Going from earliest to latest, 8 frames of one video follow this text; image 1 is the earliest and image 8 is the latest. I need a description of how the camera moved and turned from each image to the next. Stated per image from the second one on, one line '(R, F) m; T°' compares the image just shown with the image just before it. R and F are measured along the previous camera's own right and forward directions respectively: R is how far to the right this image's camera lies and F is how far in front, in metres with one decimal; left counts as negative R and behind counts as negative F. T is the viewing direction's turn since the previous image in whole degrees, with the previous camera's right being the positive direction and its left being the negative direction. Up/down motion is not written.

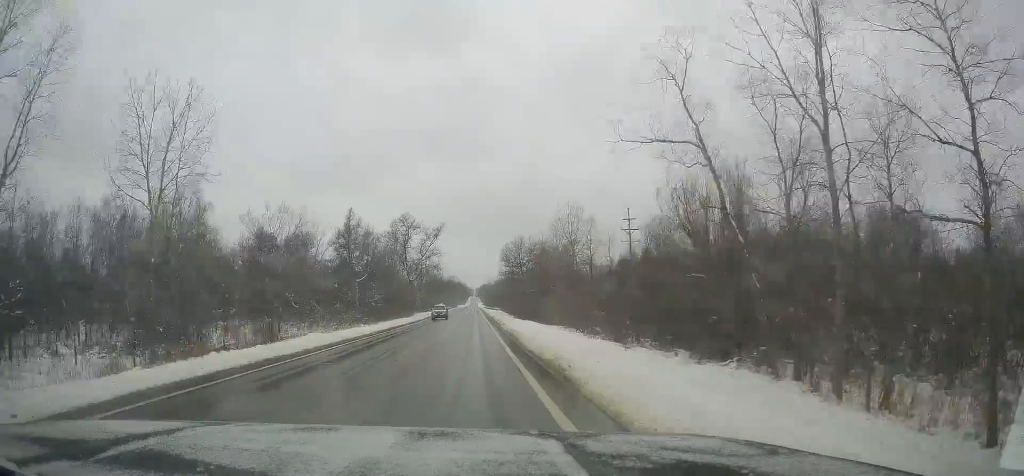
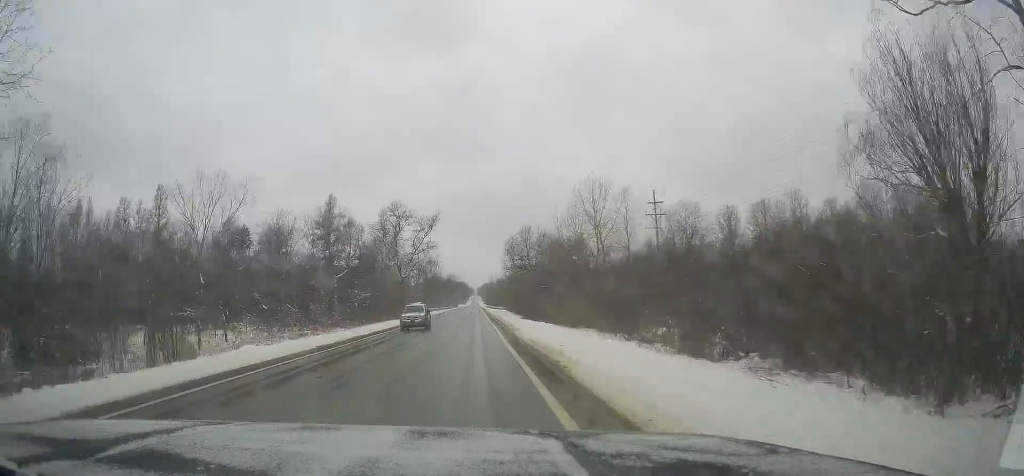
(-0.1, +14.3) m; 0°
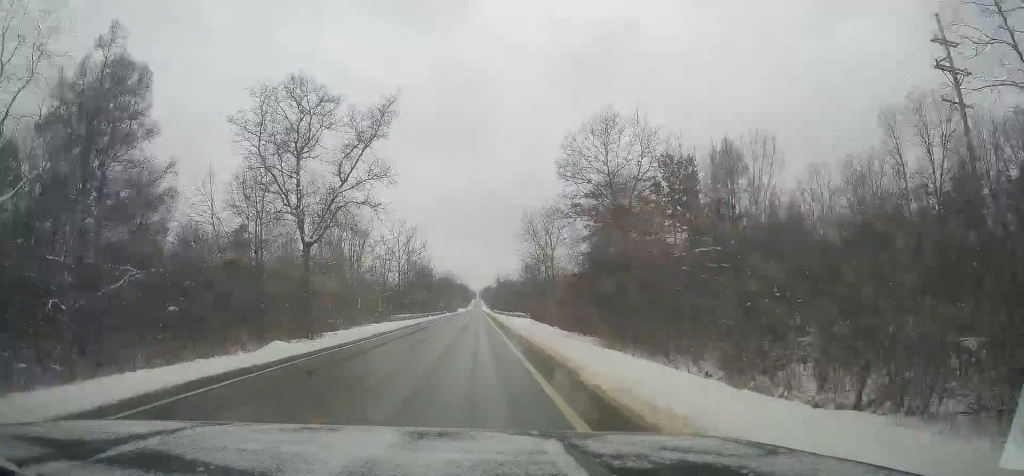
(+0.7, +58.3) m; +1°
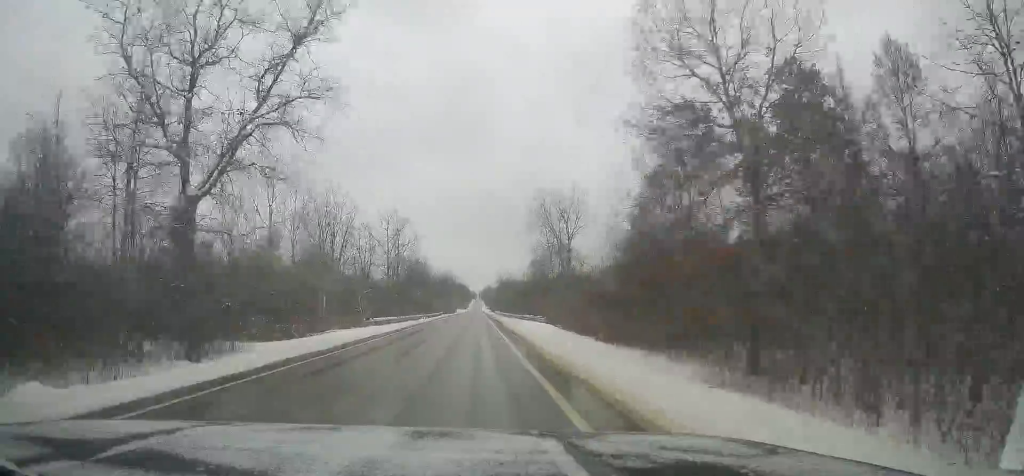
(0.0, +18.4) m; 0°
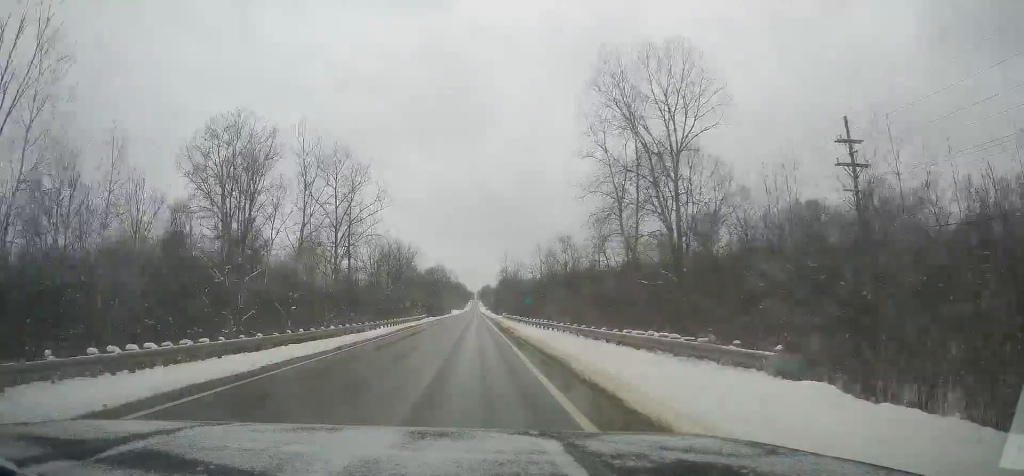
(+0.4, +46.6) m; +1°
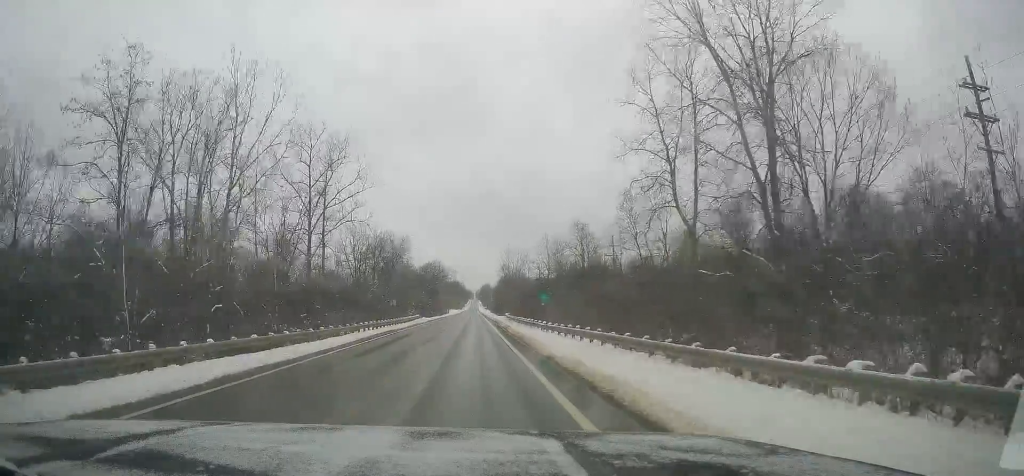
(+0.1, +13.4) m; -1°
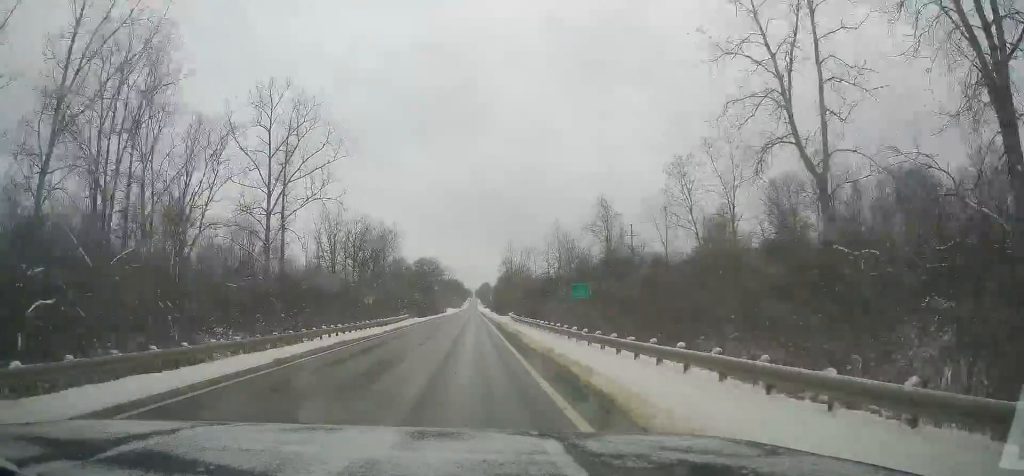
(-0.1, +14.2) m; 0°
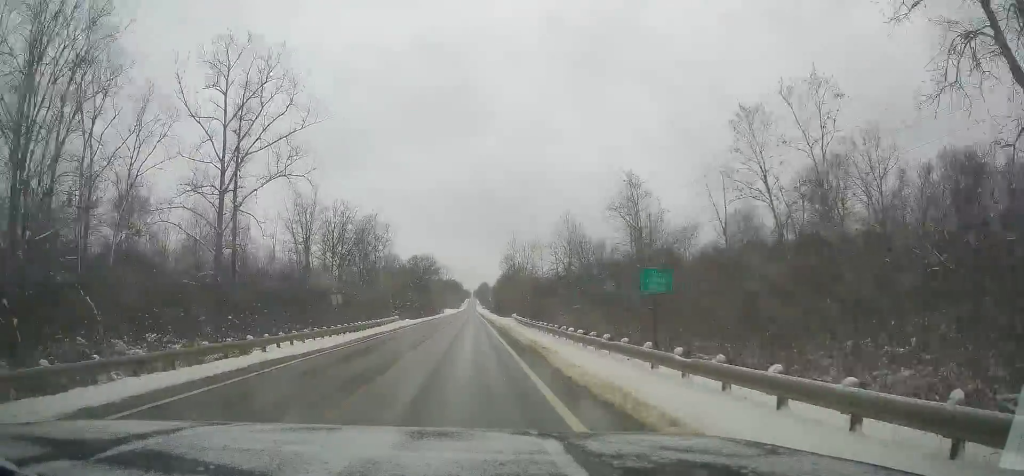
(-0.2, +10.9) m; 0°
